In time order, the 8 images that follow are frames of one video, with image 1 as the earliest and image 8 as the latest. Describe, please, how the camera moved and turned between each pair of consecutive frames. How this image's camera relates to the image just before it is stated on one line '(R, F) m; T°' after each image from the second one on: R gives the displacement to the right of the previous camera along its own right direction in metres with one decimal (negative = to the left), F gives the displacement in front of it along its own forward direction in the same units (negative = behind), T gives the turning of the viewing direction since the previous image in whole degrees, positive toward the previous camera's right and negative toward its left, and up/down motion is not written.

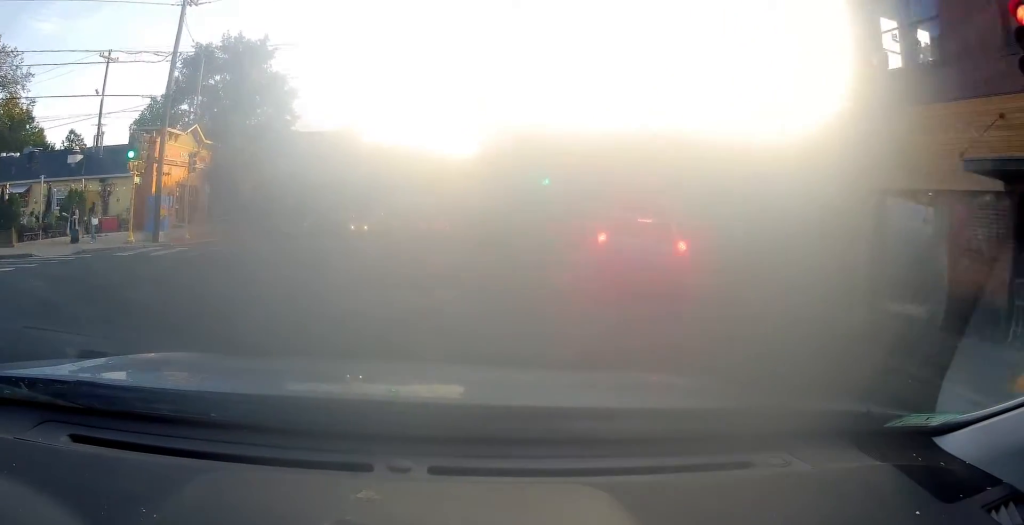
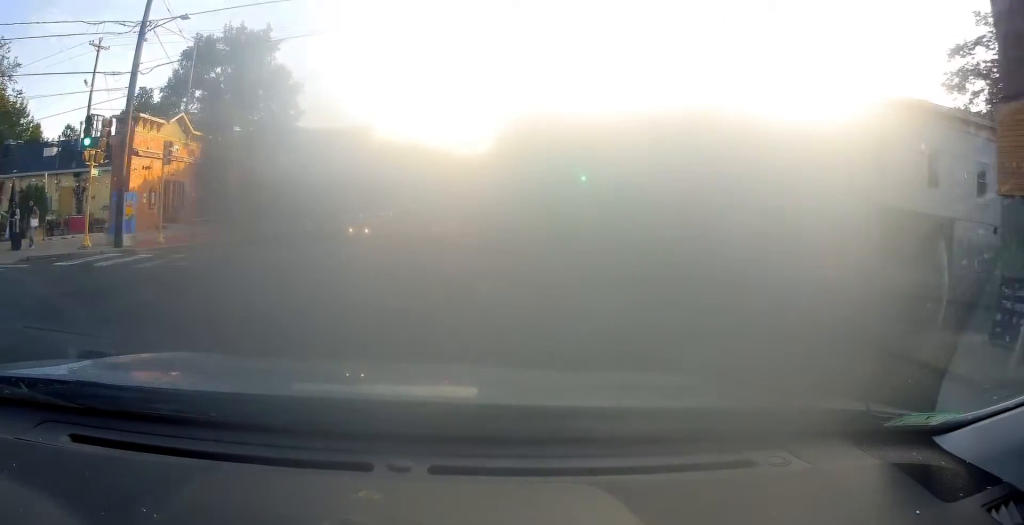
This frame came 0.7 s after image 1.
(0.0, +4.7) m; +1°
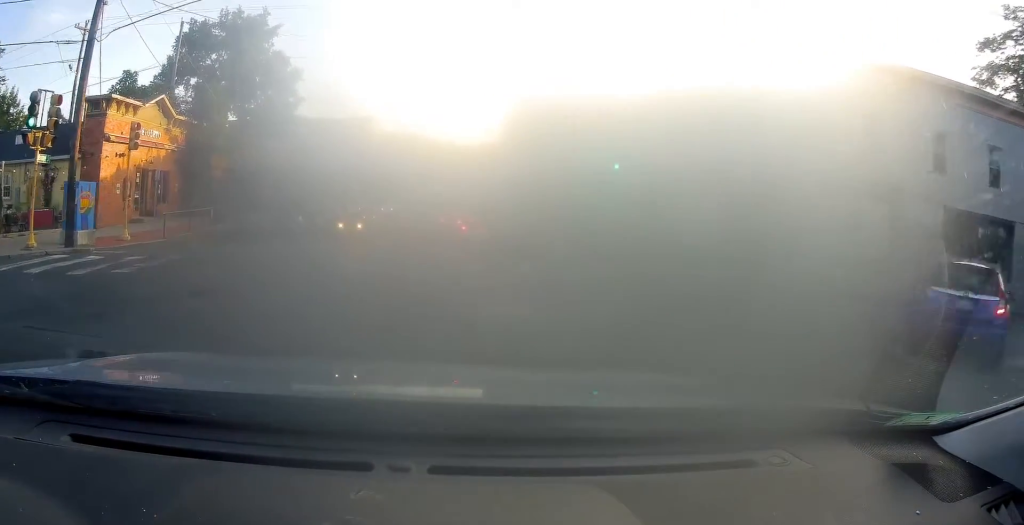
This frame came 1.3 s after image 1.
(0.0, +4.2) m; +3°
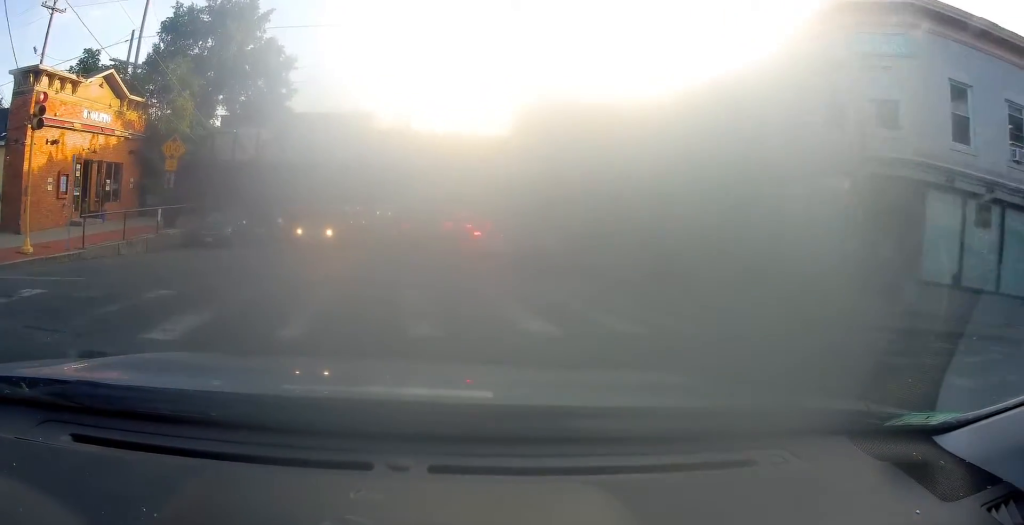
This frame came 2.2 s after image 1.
(+0.4, +6.9) m; +2°
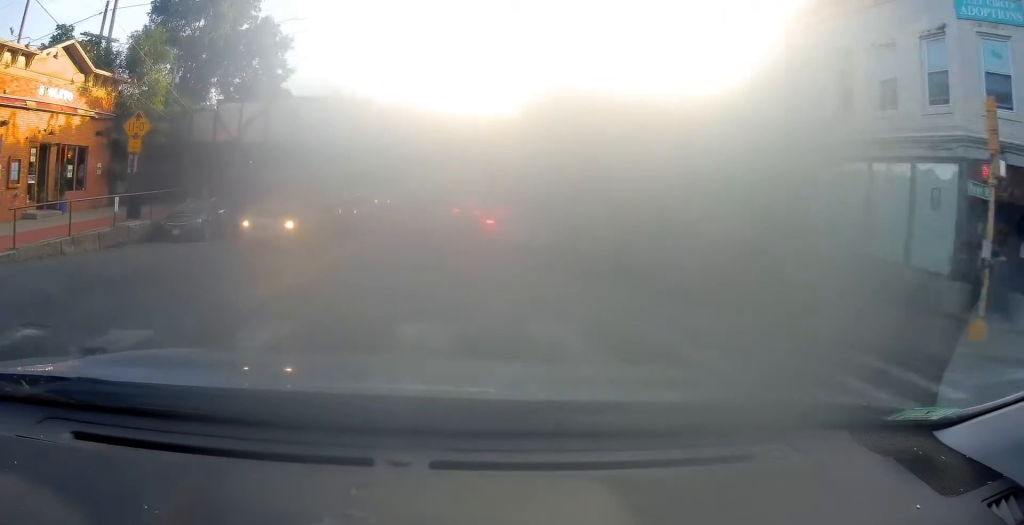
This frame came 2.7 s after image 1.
(+0.2, +4.0) m; 0°
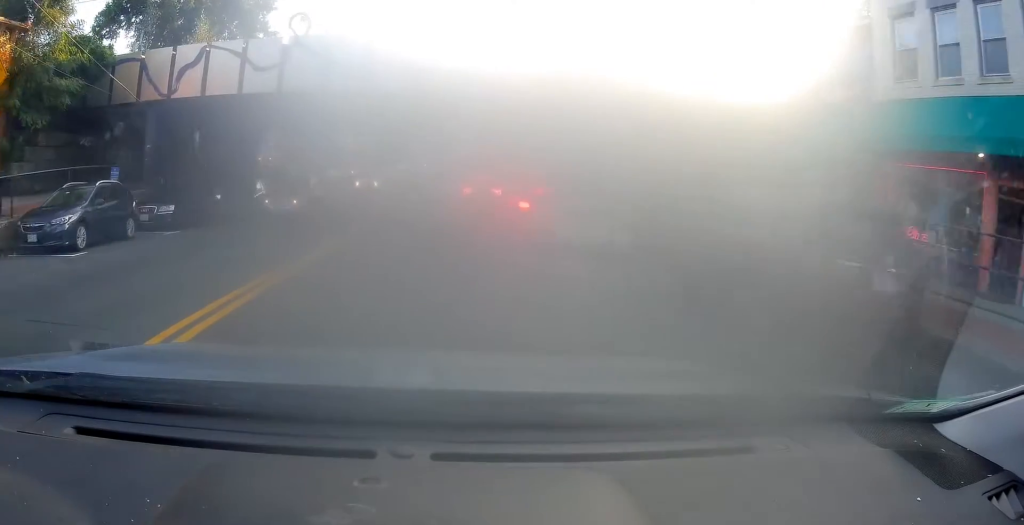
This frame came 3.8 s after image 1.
(-0.5, +9.4) m; -2°
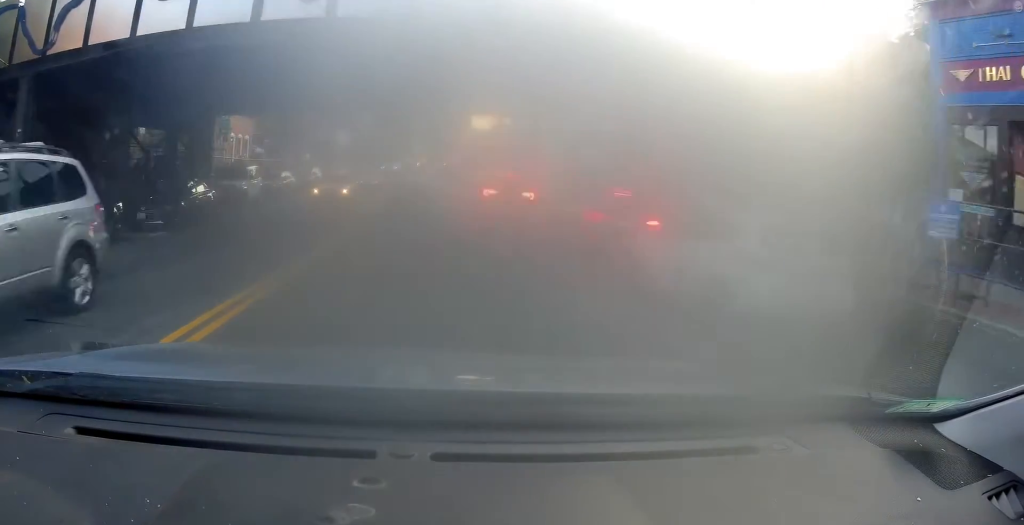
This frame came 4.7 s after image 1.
(+0.2, +7.7) m; +1°
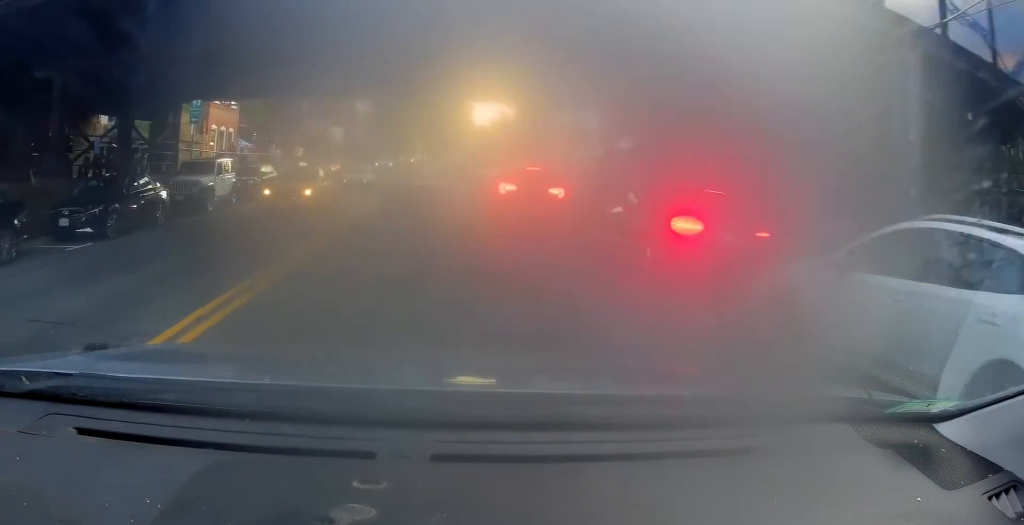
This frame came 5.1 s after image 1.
(0.0, +3.9) m; -1°
